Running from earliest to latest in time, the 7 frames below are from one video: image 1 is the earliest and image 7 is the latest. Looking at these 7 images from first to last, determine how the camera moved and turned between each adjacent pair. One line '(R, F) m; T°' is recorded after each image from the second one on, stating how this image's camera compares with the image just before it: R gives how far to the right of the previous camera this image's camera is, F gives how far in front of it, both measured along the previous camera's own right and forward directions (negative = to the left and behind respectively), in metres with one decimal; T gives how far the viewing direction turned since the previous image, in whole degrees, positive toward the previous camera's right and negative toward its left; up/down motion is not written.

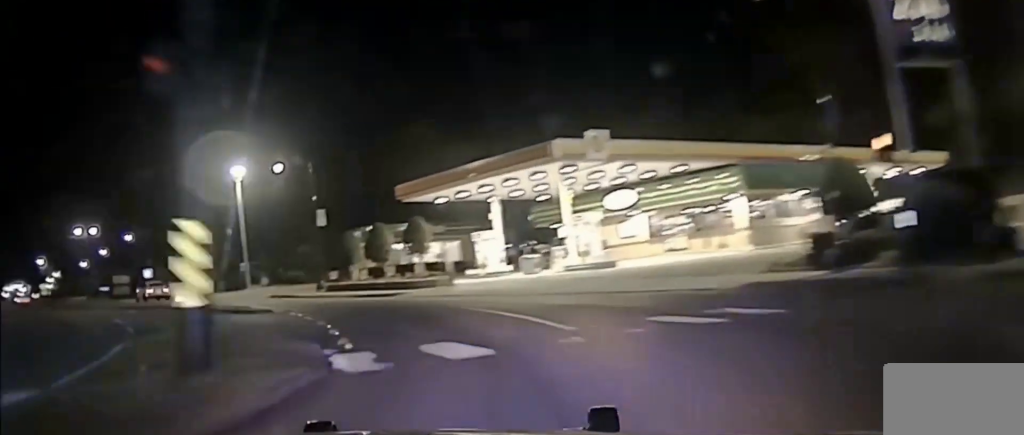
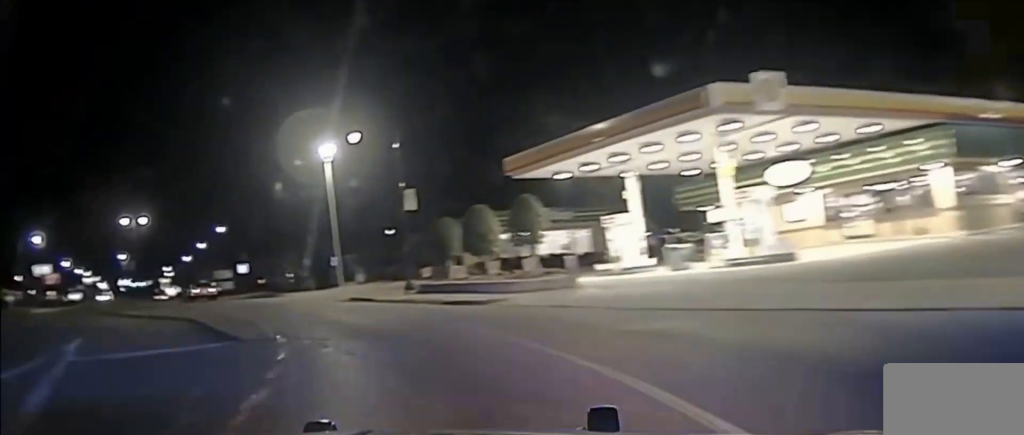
(-1.1, +11.3) m; -8°
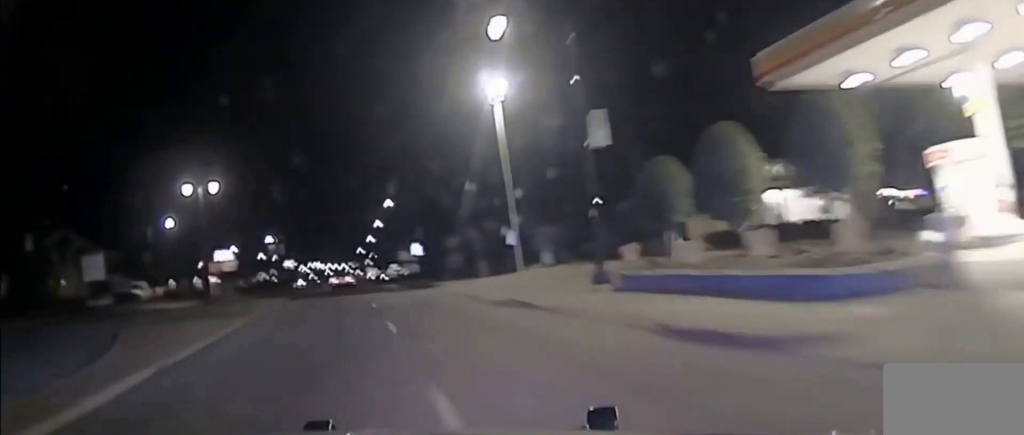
(-1.5, +17.2) m; -13°
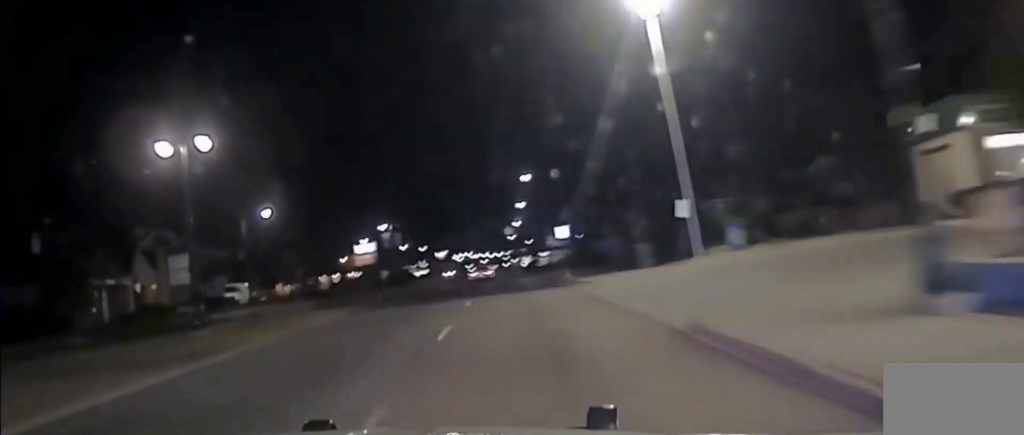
(-1.2, +13.7) m; -11°
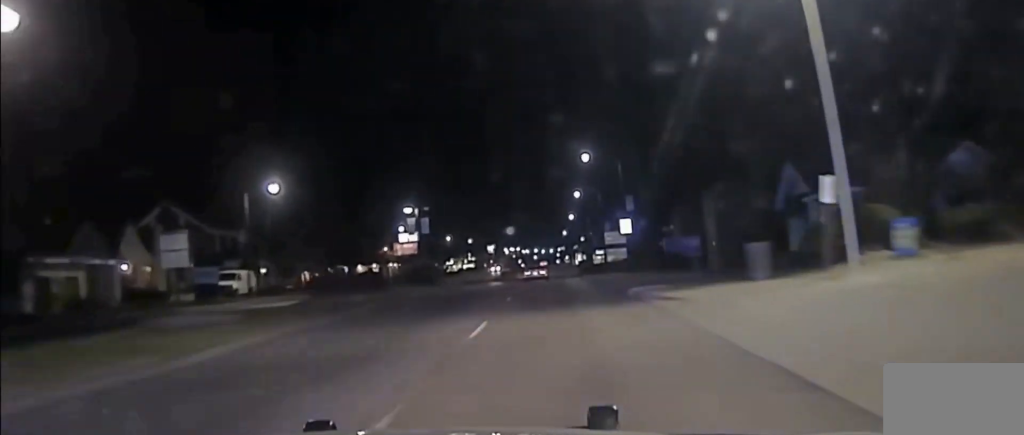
(-1.3, +11.1) m; -5°
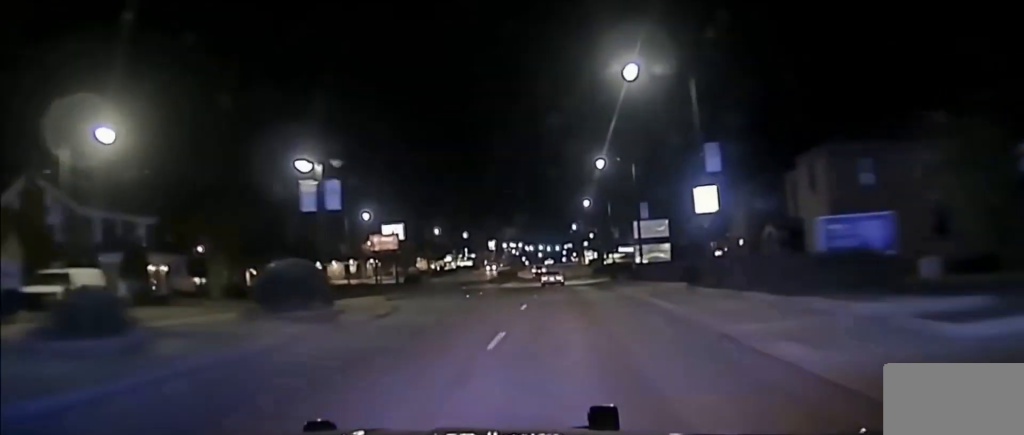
(-1.8, +21.9) m; -5°
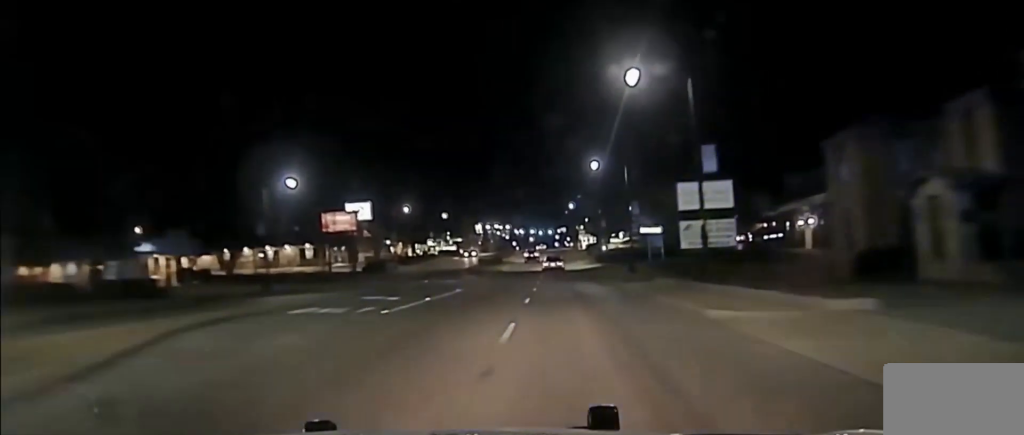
(-0.2, +20.9) m; -1°
